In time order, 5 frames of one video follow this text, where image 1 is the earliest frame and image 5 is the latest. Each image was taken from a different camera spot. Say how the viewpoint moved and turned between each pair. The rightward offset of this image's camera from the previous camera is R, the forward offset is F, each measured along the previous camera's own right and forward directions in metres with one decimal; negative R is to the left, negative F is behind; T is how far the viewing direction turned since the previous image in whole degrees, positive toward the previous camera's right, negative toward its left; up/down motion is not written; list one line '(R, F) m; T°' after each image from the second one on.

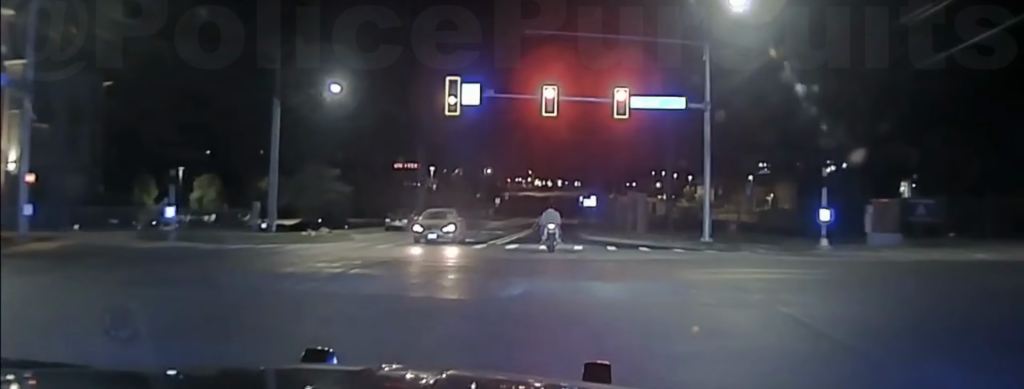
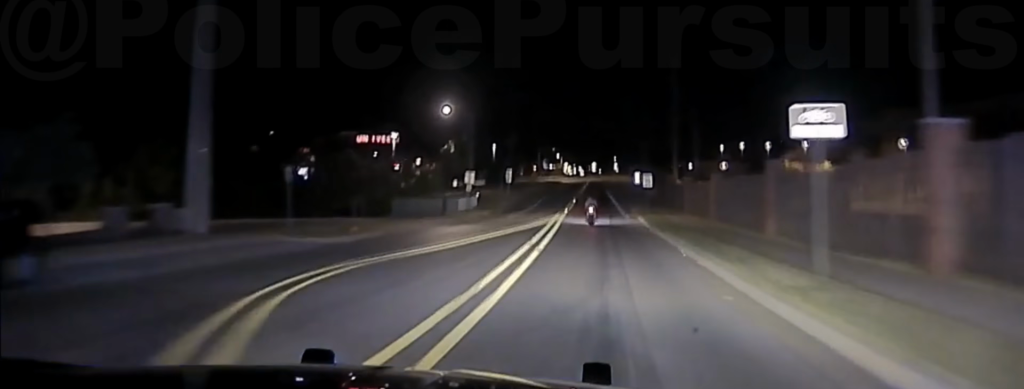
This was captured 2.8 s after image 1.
(-2.3, +69.3) m; -3°
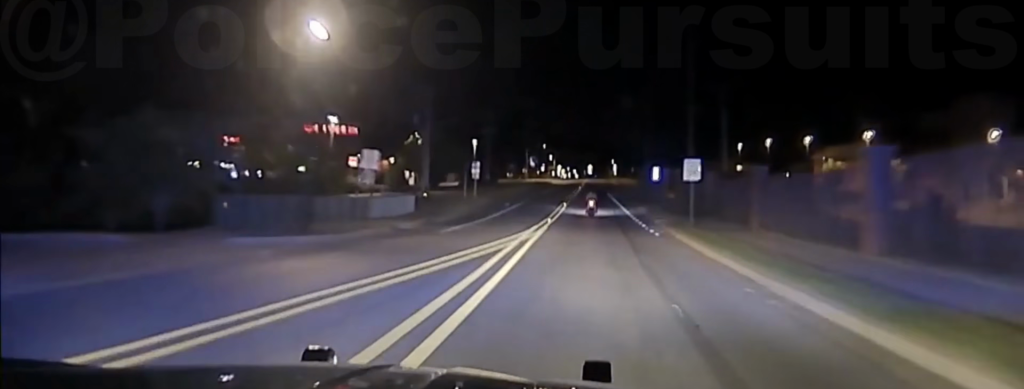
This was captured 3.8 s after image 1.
(+0.1, +27.9) m; 0°
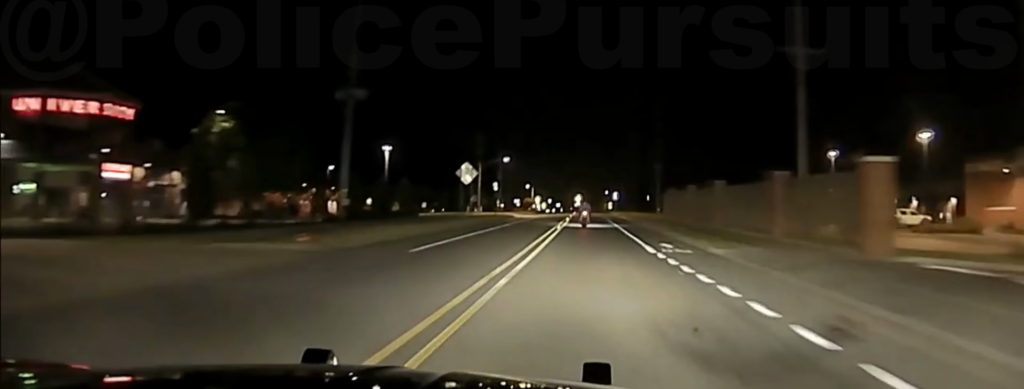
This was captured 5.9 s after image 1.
(+0.5, +65.7) m; +1°
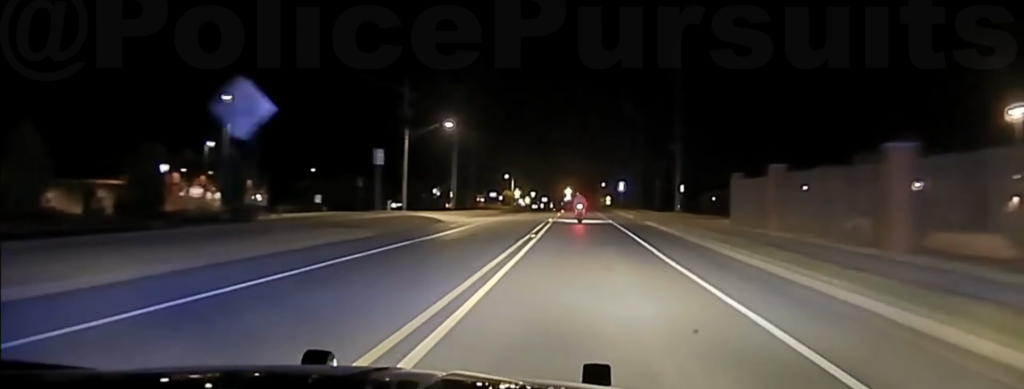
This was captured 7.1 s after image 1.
(+0.4, +42.5) m; +1°
